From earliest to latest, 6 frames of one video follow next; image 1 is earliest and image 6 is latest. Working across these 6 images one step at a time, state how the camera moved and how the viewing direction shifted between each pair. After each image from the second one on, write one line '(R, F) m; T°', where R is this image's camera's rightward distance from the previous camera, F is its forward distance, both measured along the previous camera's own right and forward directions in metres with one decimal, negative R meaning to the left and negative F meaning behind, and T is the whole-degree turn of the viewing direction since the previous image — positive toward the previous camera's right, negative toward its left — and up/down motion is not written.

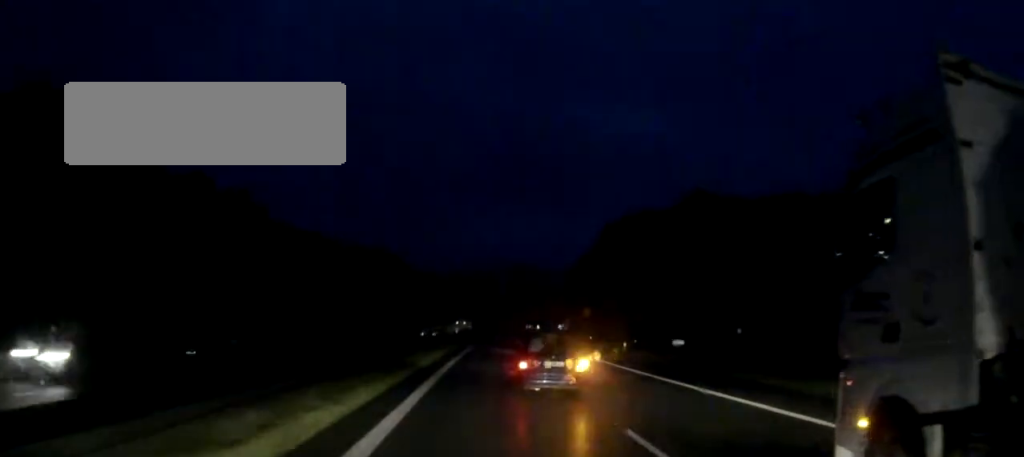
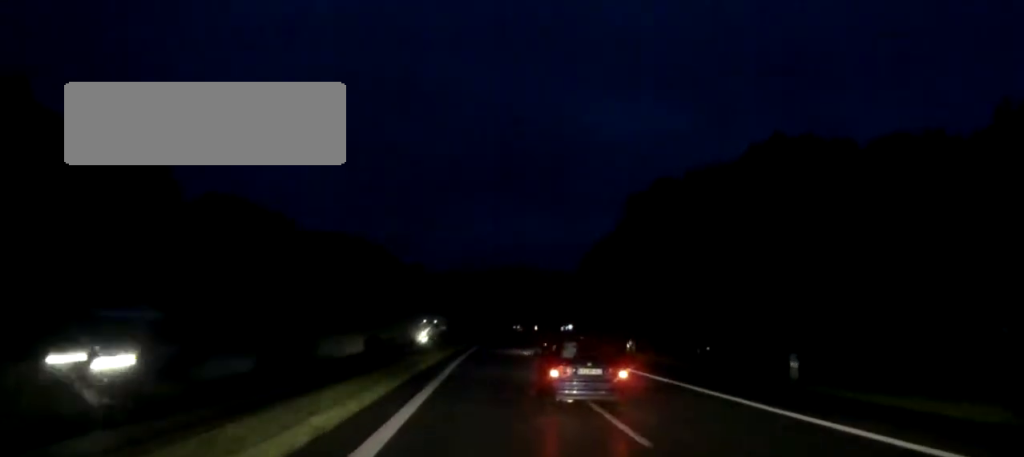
(+0.1, +31.2) m; +1°
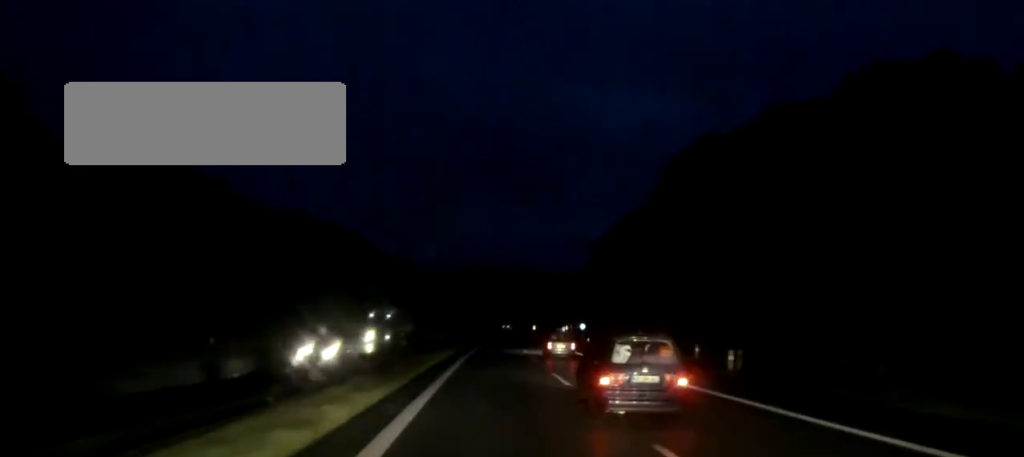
(+0.1, +23.9) m; +1°
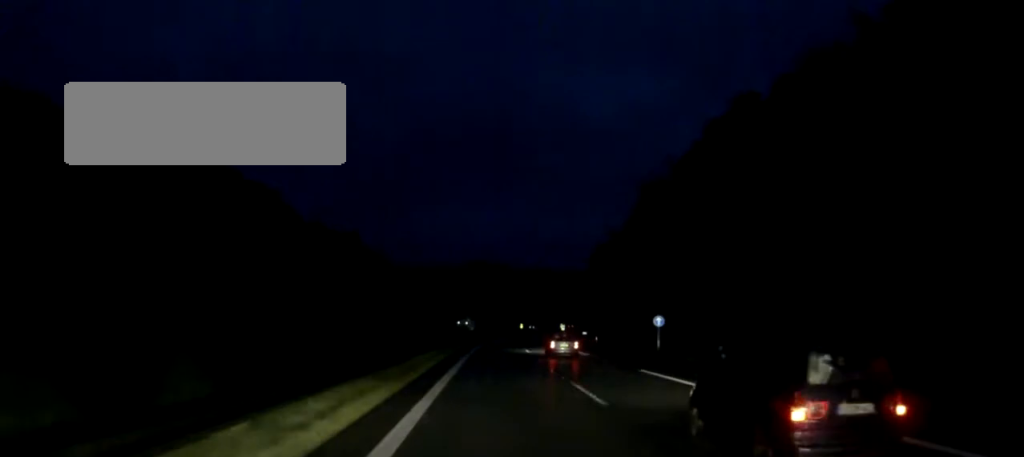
(+1.0, +60.3) m; +2°
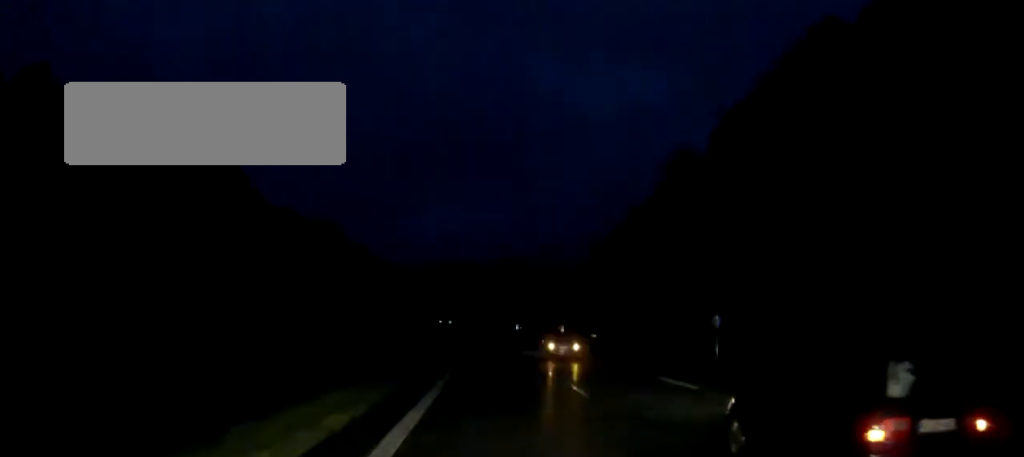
(0.0, +15.2) m; 0°
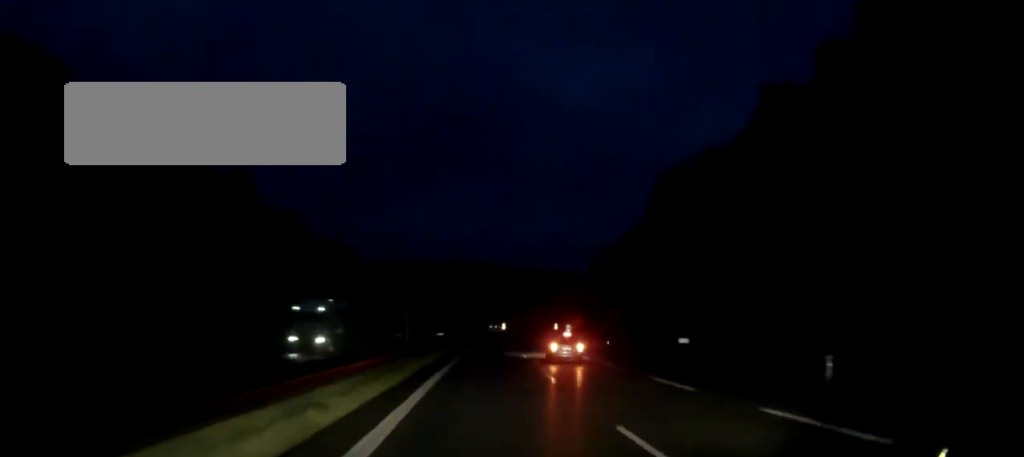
(+0.7, +48.3) m; +2°
